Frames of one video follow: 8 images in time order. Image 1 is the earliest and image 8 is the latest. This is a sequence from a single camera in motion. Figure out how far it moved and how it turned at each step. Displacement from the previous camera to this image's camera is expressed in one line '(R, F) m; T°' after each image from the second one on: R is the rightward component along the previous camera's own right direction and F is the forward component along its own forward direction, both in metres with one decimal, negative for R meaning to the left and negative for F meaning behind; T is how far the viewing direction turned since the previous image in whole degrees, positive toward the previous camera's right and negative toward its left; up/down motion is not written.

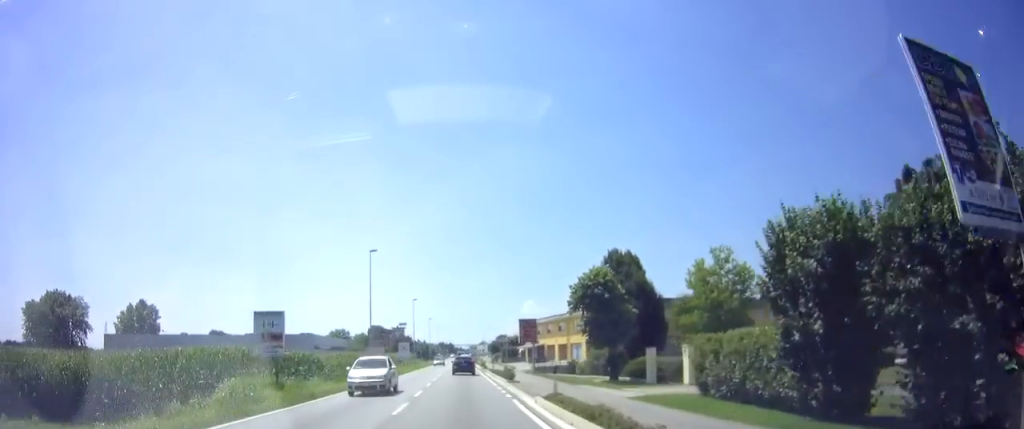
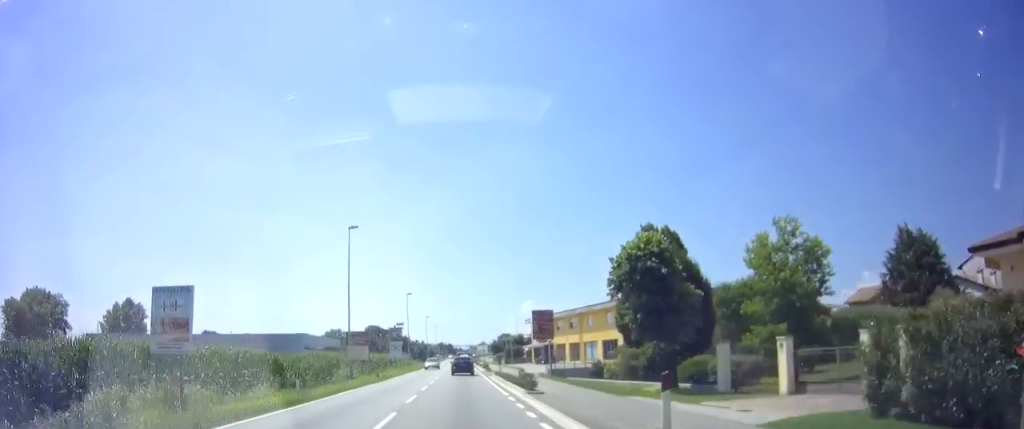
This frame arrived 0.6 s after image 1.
(0.0, +9.1) m; 0°
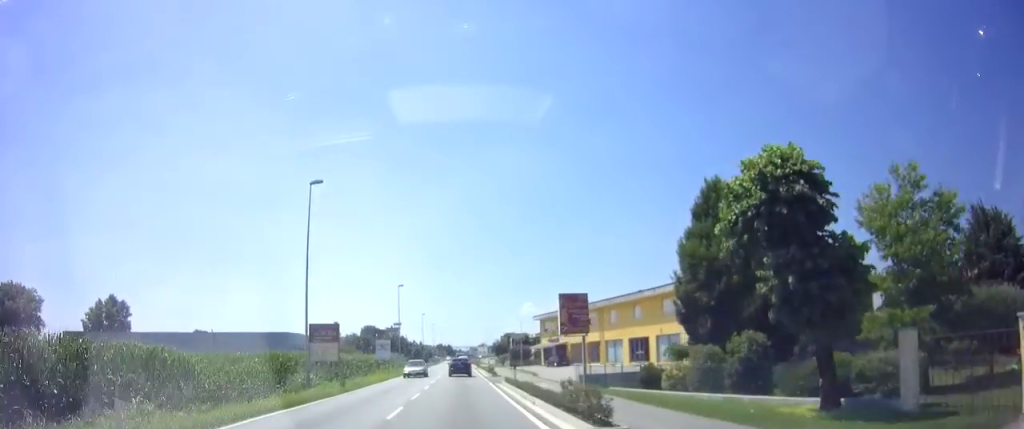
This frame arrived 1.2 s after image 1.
(0.0, +10.0) m; 0°
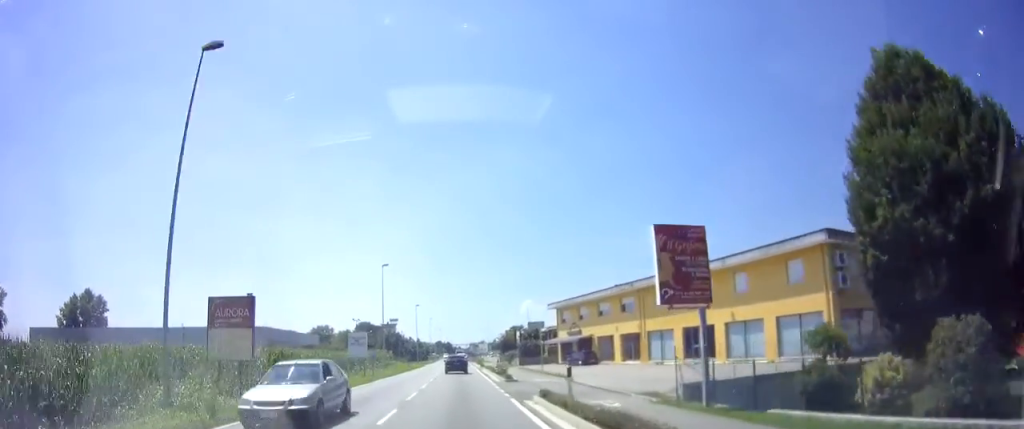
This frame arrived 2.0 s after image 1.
(0.0, +13.2) m; 0°
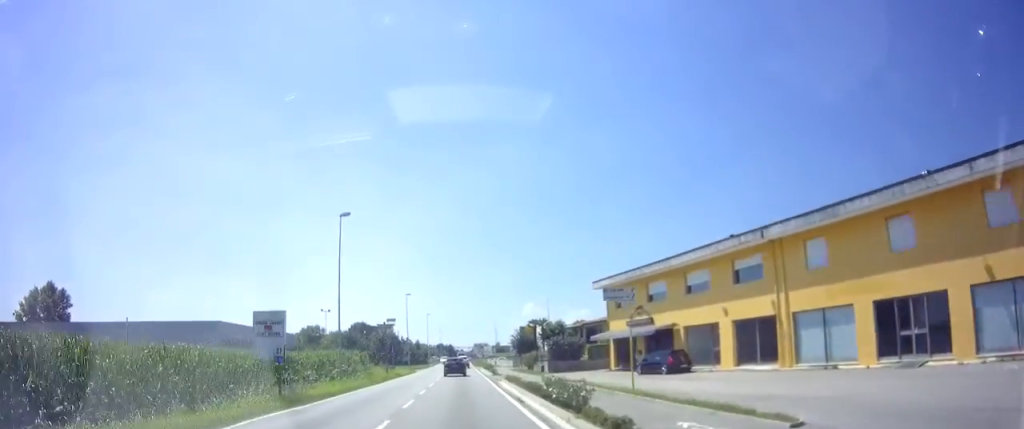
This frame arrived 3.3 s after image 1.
(0.0, +20.0) m; 0°
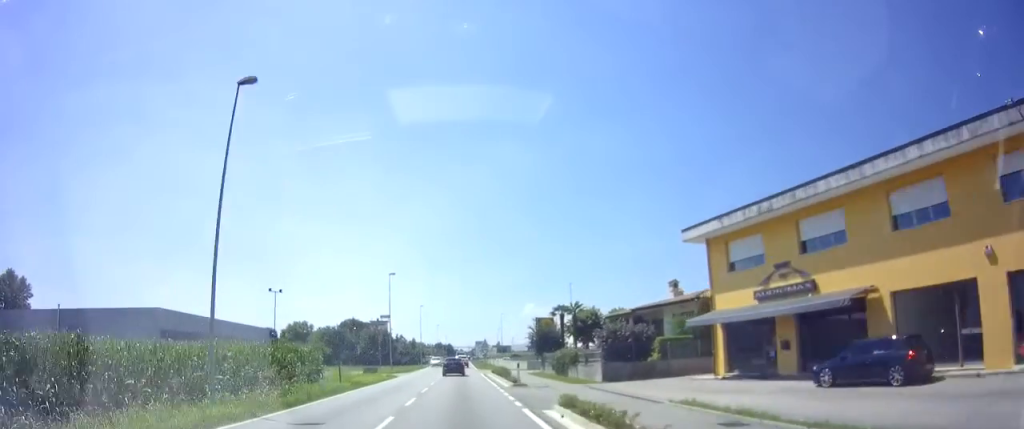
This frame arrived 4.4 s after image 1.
(-0.1, +17.9) m; 0°
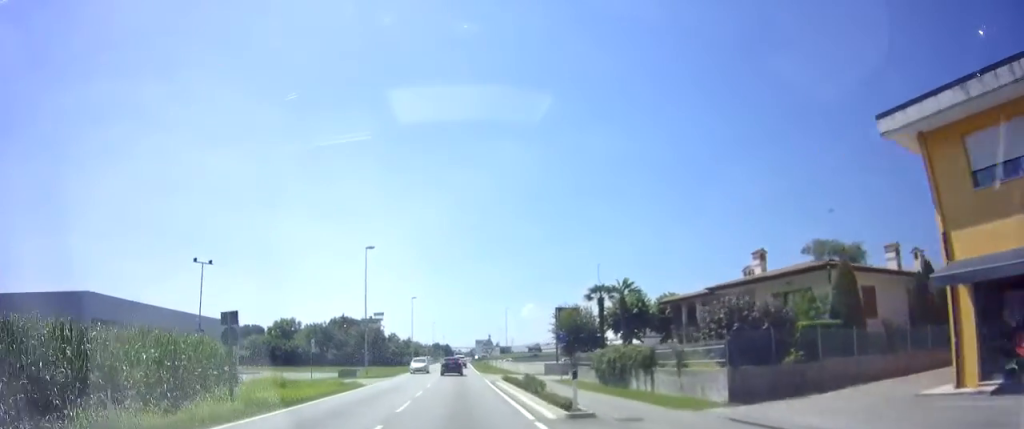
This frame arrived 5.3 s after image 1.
(0.0, +13.6) m; 0°
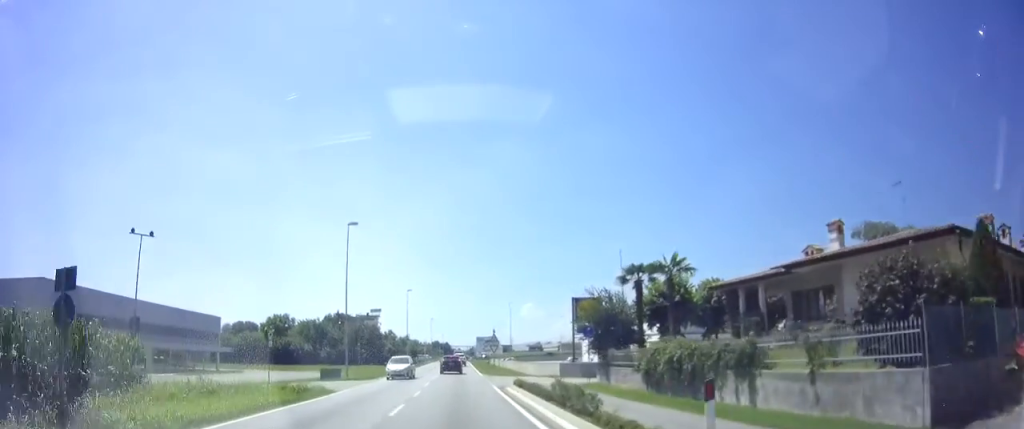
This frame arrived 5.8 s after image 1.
(0.0, +7.2) m; 0°
